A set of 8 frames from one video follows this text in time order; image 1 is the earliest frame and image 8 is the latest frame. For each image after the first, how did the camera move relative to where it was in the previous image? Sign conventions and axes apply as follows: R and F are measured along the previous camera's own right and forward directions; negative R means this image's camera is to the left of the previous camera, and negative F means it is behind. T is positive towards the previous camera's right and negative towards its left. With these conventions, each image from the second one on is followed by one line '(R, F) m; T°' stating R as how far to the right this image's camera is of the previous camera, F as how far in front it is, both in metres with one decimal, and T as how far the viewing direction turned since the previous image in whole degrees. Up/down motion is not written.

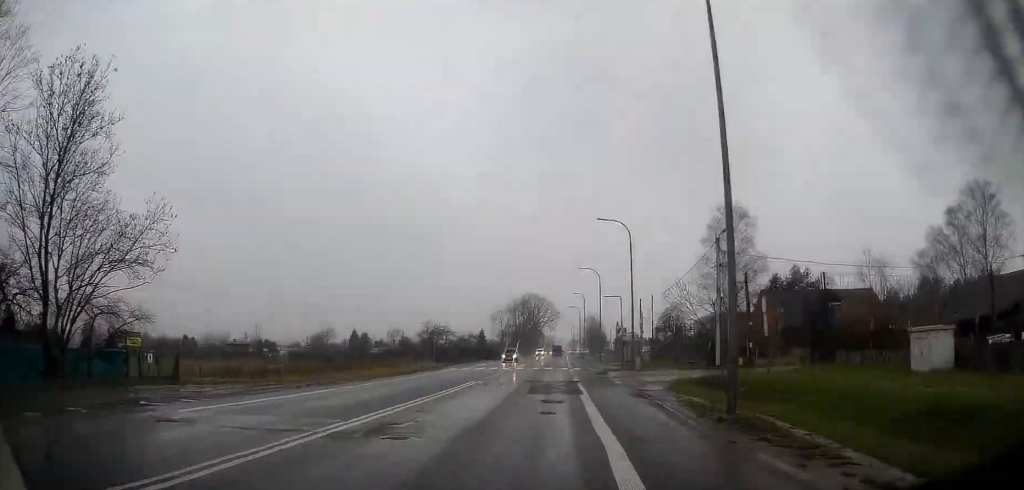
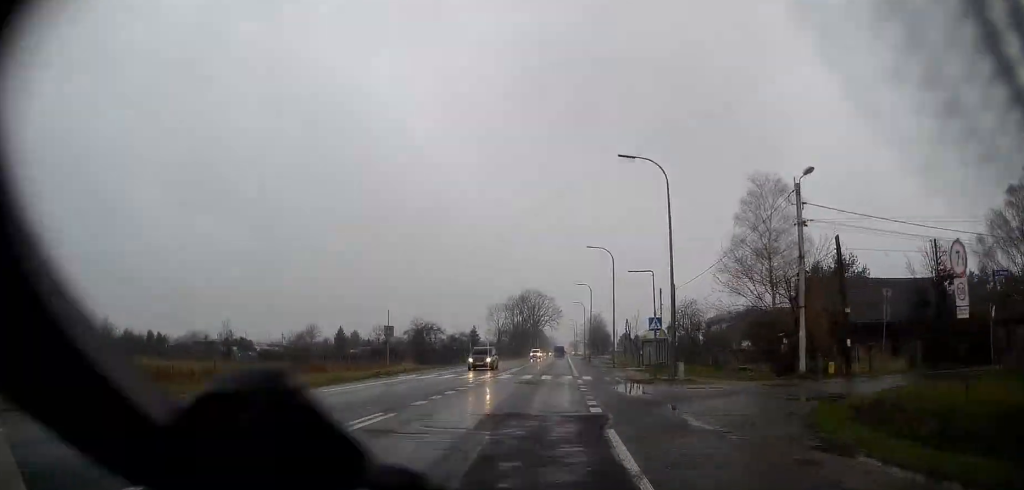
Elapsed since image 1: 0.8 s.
(-0.1, +13.4) m; -1°
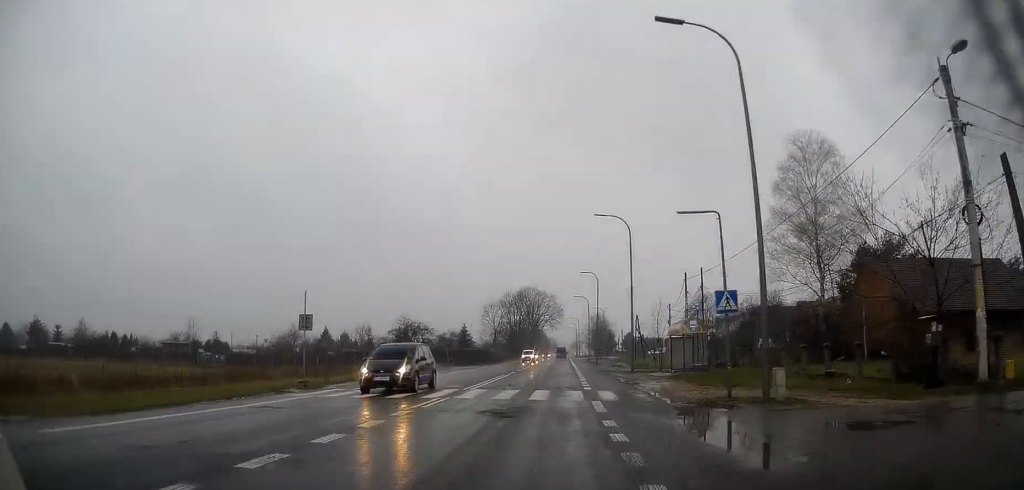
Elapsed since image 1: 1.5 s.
(-0.3, +12.3) m; 0°
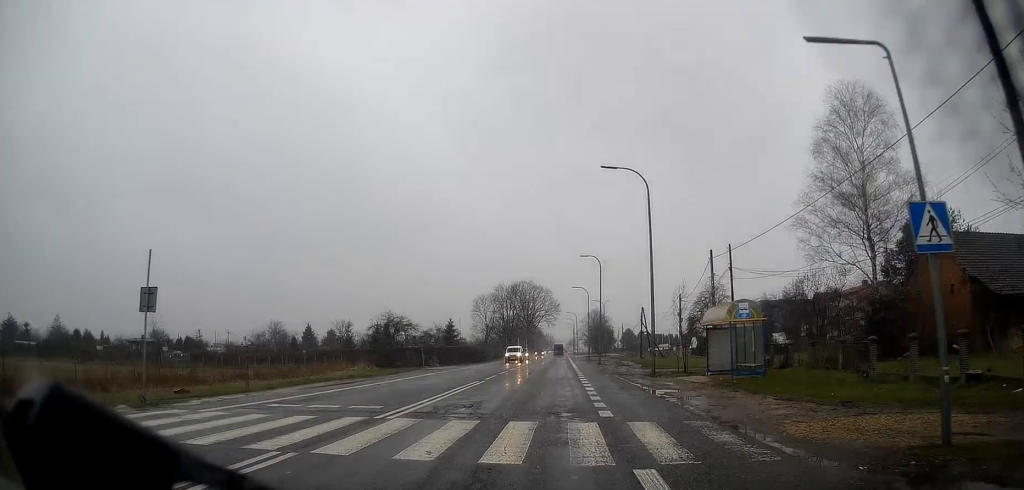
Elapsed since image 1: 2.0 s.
(+0.2, +9.9) m; +1°
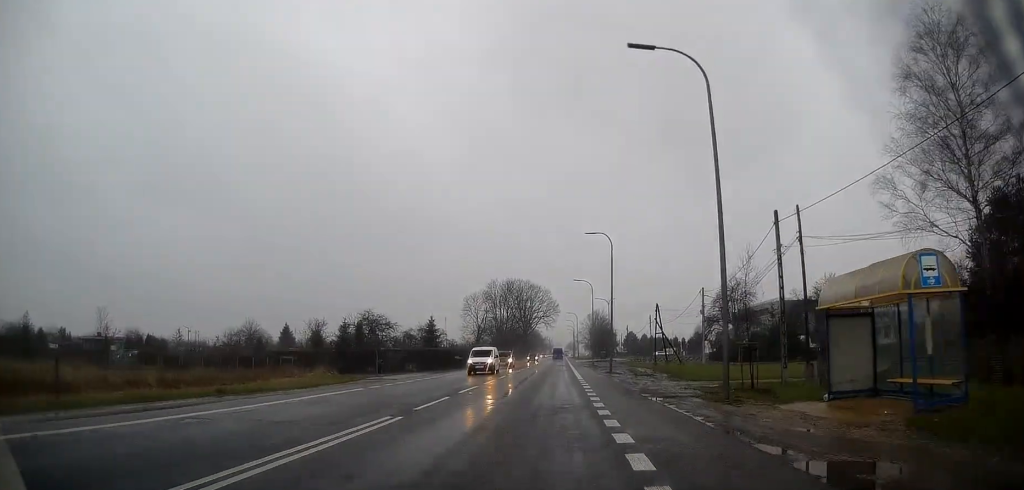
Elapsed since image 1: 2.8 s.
(+0.1, +12.9) m; 0°
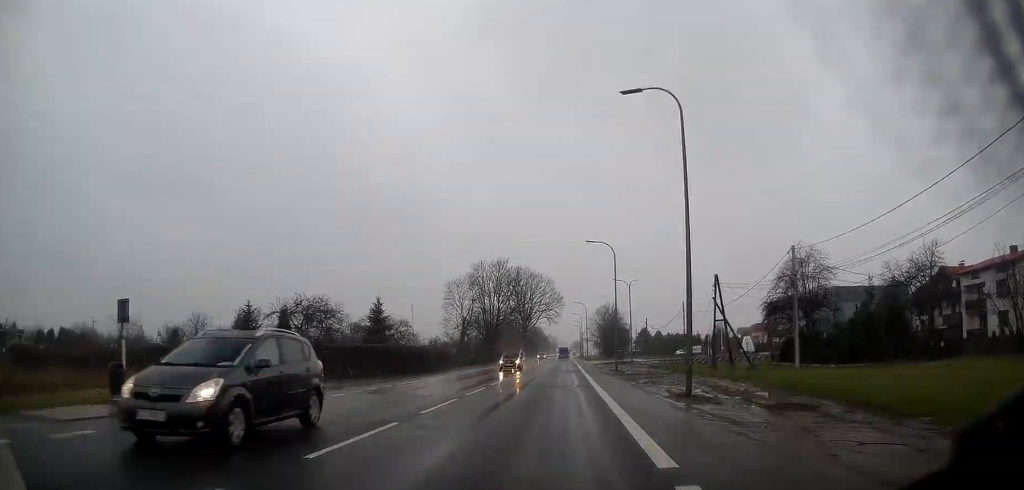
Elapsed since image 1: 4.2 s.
(-0.5, +24.7) m; -1°
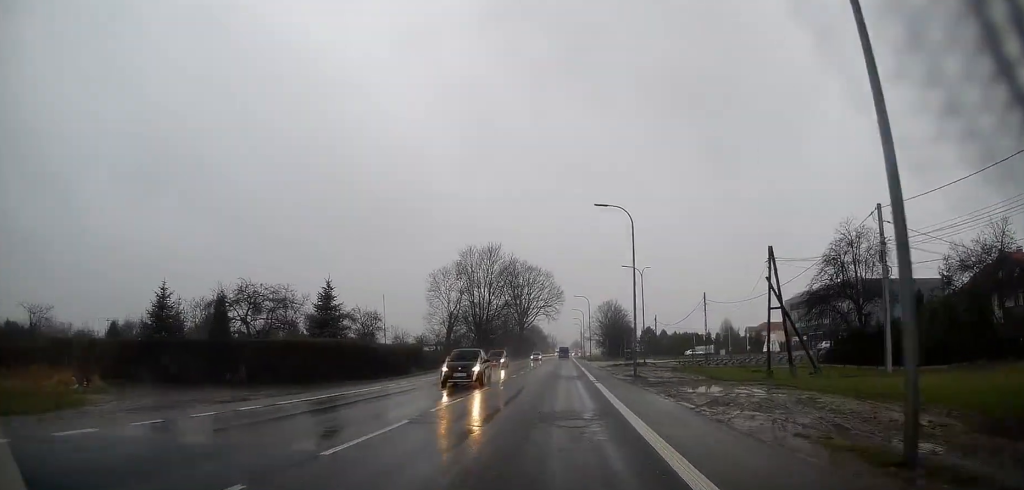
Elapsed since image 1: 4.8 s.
(0.0, +11.8) m; 0°
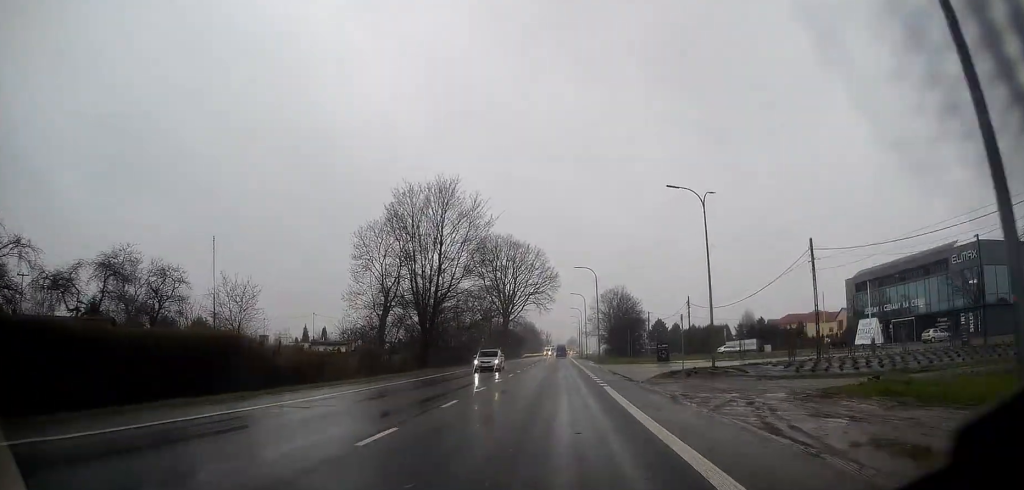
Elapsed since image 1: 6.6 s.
(+0.4, +30.9) m; +1°
